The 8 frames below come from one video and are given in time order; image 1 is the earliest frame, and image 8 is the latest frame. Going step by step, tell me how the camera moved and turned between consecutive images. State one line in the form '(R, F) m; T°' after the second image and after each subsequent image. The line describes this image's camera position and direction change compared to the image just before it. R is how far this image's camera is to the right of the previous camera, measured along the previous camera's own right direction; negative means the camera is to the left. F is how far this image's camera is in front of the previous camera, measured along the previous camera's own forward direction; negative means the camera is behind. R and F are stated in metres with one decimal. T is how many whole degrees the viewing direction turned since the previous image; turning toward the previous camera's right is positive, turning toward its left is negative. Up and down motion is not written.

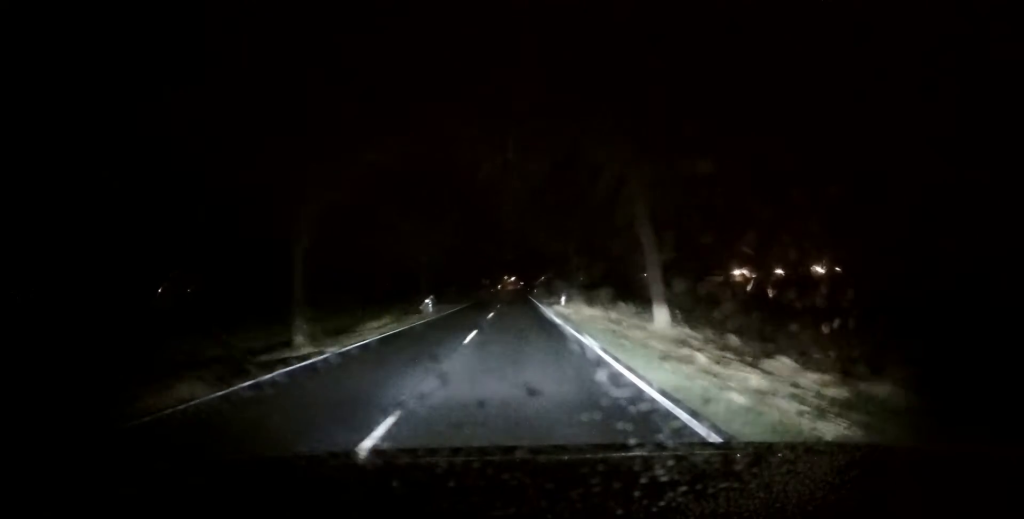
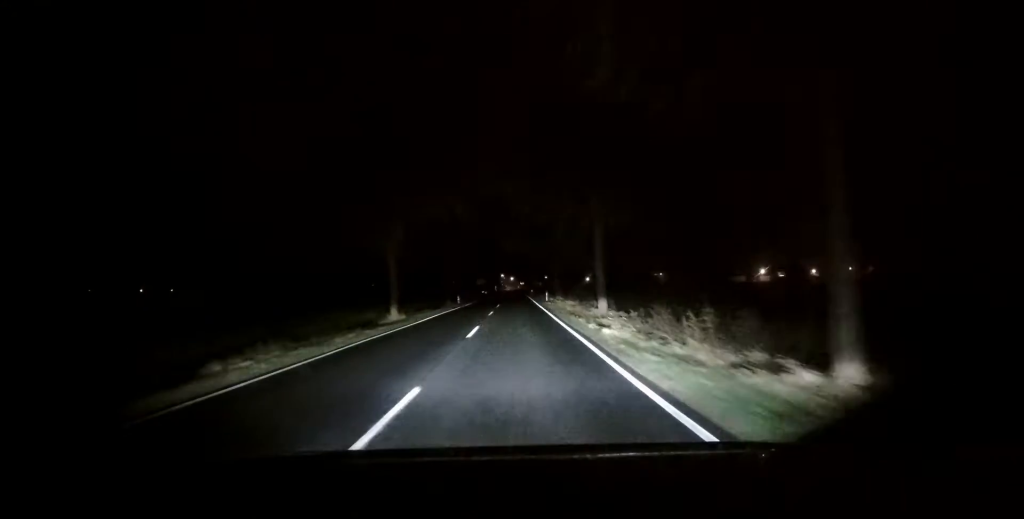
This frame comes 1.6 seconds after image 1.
(0.0, +33.5) m; -1°
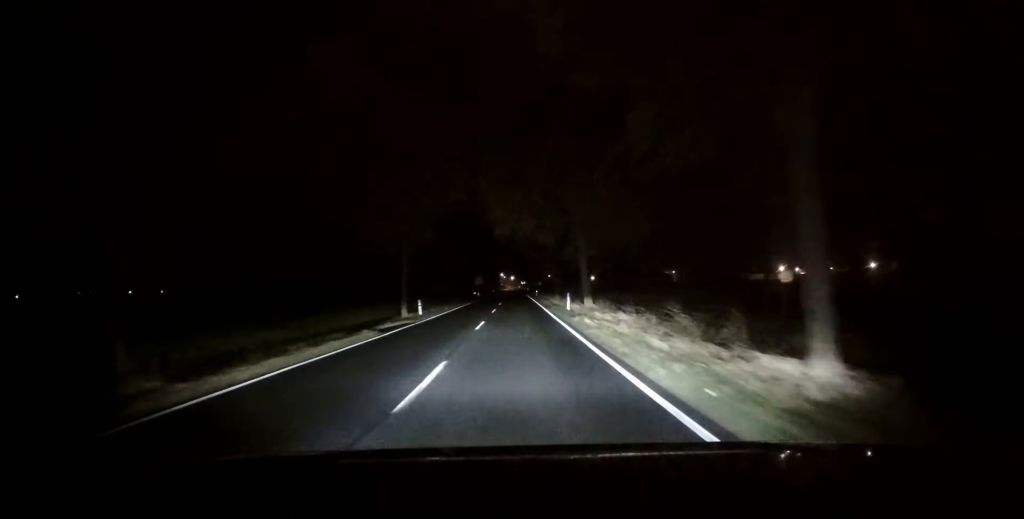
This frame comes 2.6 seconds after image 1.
(-0.2, +20.5) m; 0°
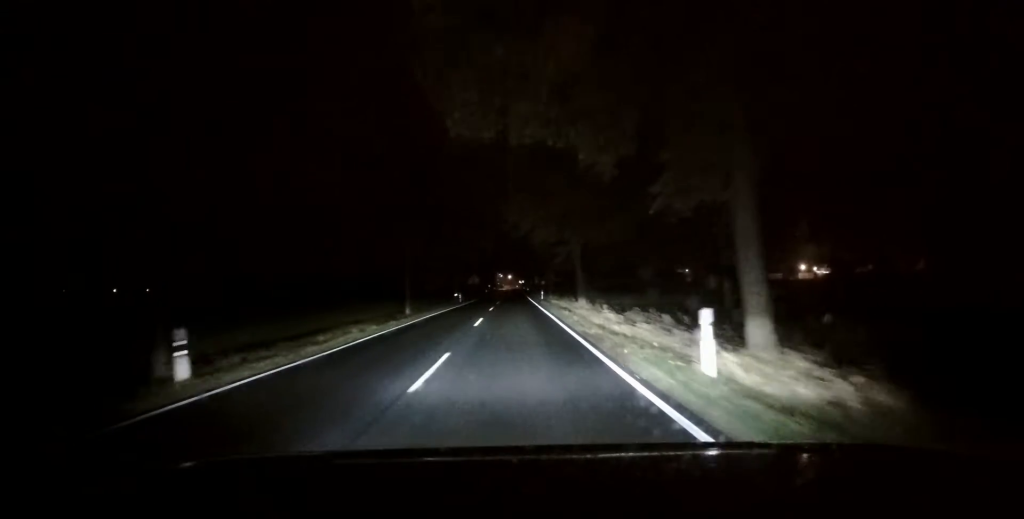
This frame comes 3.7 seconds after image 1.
(+0.3, +22.3) m; +1°
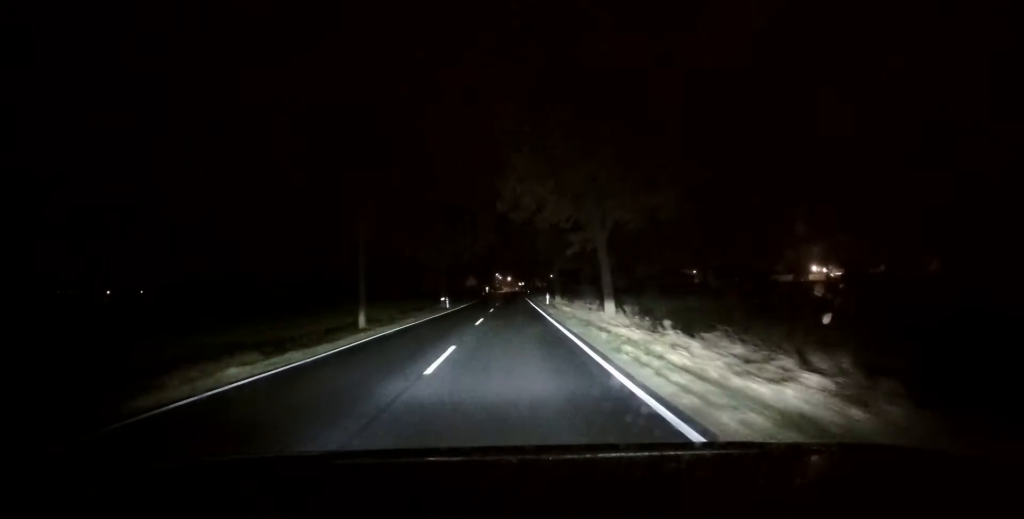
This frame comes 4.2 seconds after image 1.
(0.0, +10.1) m; 0°
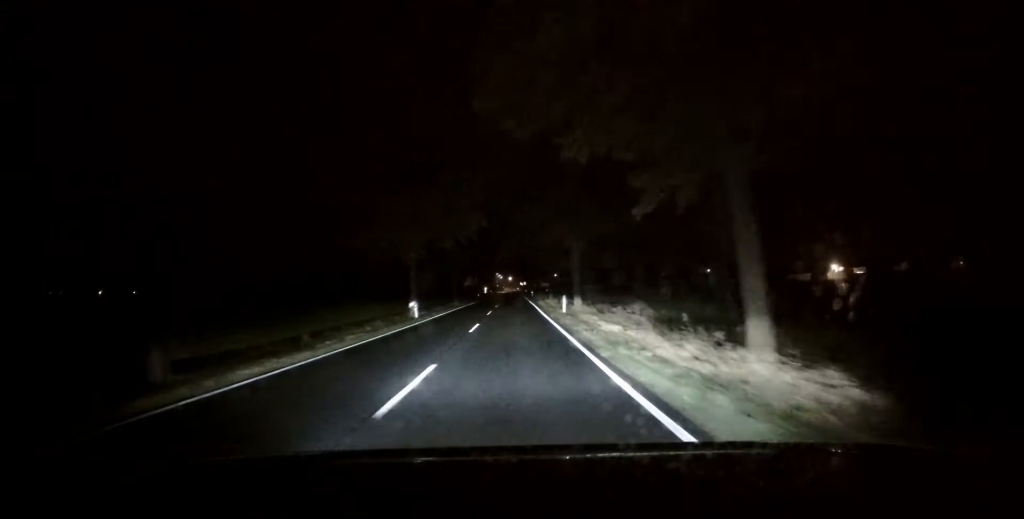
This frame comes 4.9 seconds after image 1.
(0.0, +14.7) m; 0°
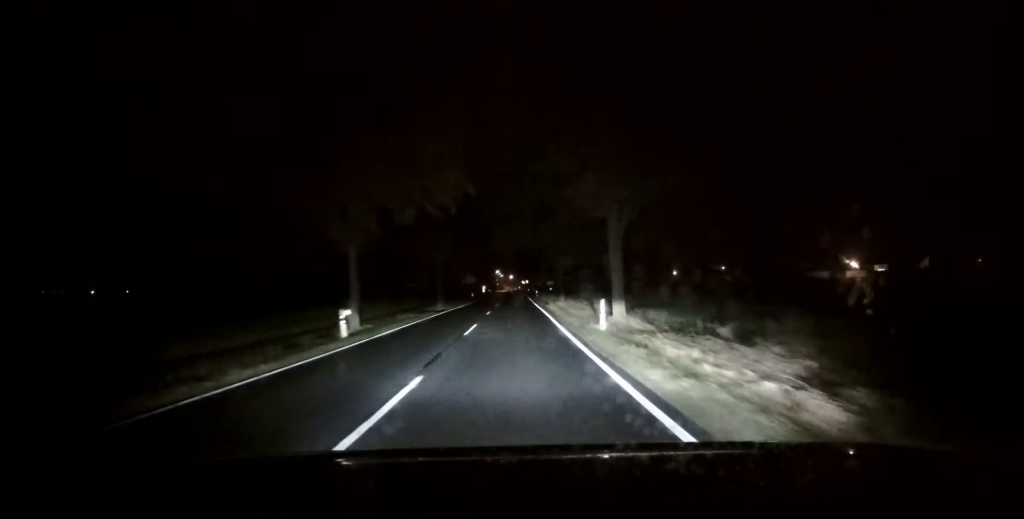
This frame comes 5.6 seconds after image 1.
(0.0, +13.2) m; 0°
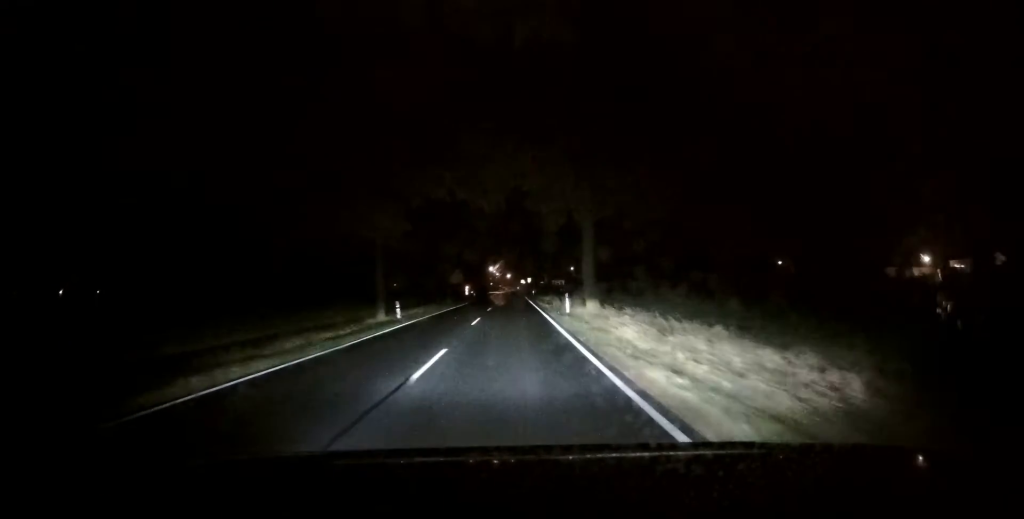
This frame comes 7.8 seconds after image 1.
(0.0, +42.4) m; 0°
